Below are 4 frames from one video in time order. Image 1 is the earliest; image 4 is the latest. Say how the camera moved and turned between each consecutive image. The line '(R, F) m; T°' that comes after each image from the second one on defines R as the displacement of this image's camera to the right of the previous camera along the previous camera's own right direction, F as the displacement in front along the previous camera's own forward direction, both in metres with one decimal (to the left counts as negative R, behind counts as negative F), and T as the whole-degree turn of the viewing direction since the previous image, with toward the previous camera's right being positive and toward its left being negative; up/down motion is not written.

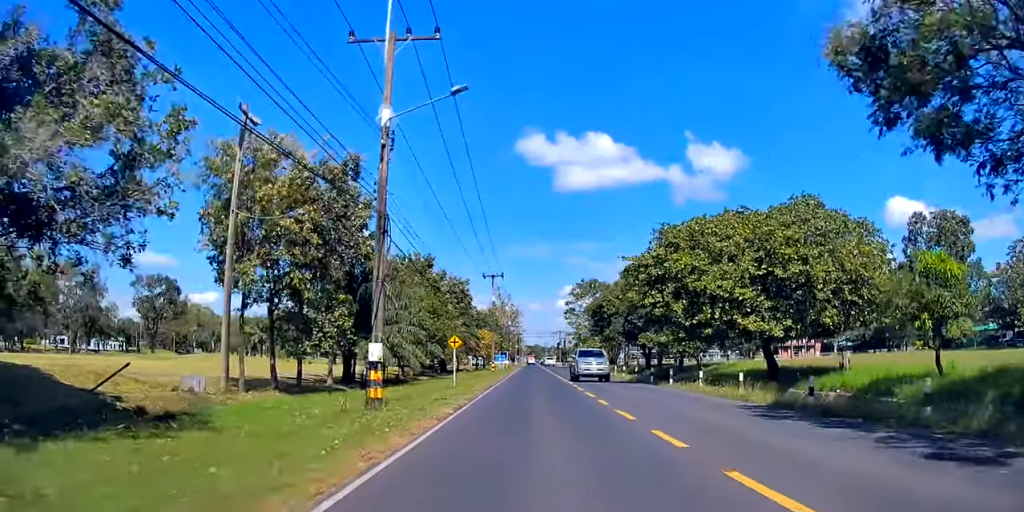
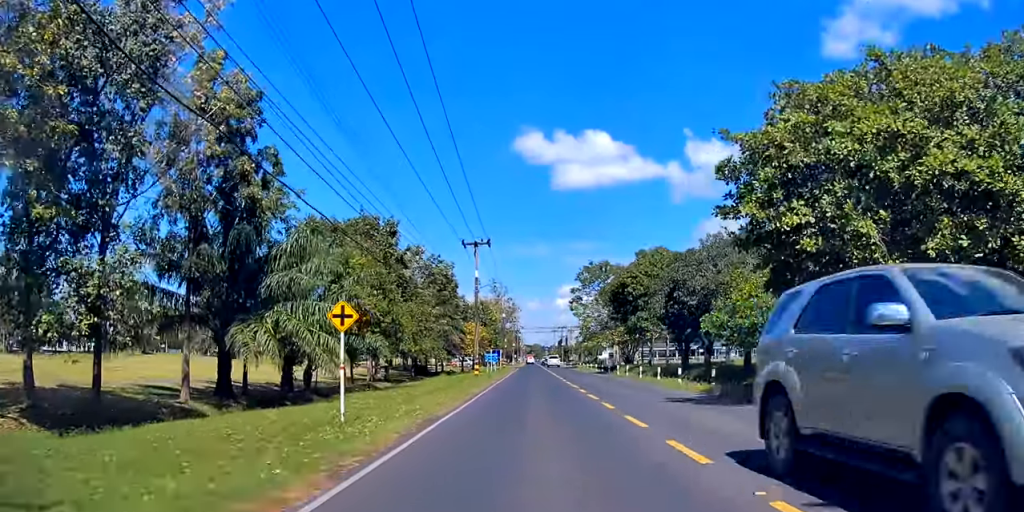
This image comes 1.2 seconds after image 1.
(+0.3, +17.8) m; 0°
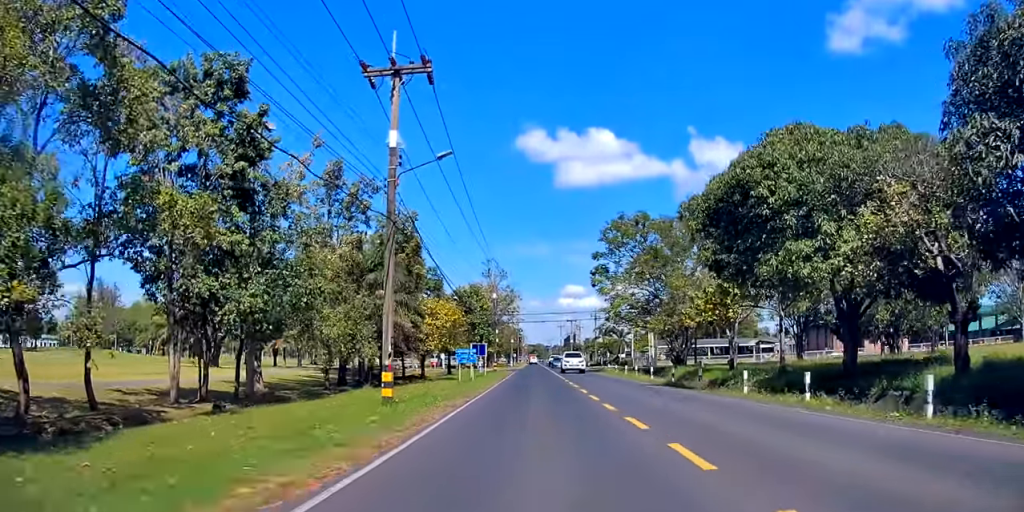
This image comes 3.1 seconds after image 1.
(-0.1, +28.1) m; 0°
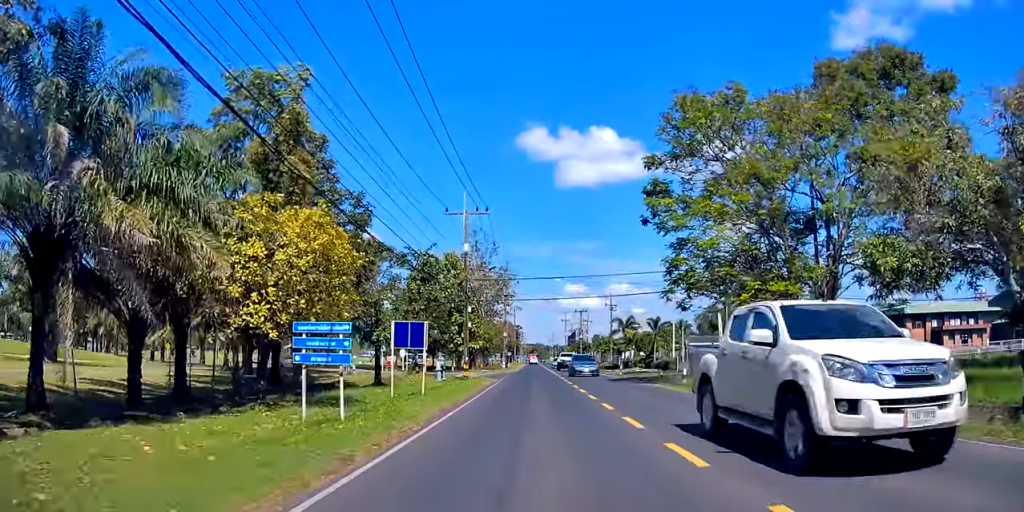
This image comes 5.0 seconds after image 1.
(-0.6, +27.4) m; -1°
